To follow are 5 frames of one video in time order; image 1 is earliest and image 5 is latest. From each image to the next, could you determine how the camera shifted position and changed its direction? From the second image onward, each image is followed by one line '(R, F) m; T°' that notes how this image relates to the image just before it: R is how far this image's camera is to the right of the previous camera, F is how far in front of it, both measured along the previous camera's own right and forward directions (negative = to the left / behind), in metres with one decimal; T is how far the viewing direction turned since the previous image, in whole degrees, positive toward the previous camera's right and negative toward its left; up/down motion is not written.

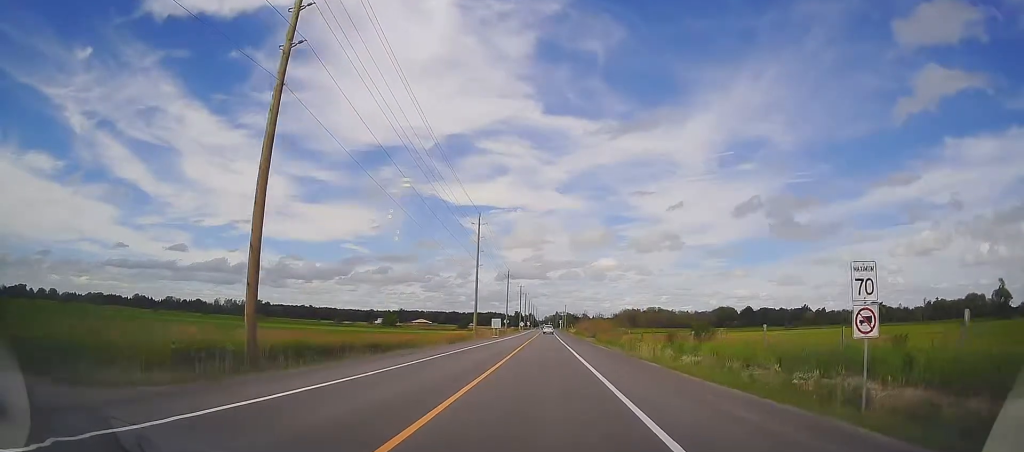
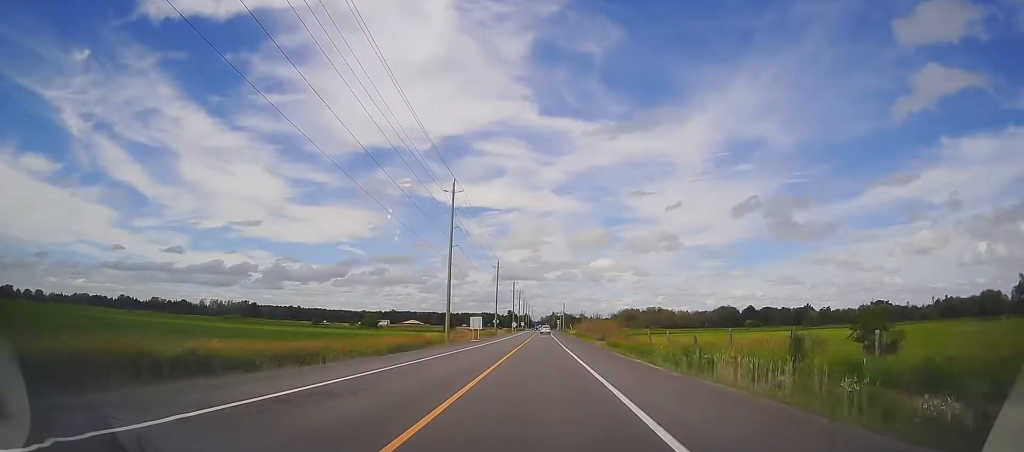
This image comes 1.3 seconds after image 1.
(+0.4, +17.8) m; +1°
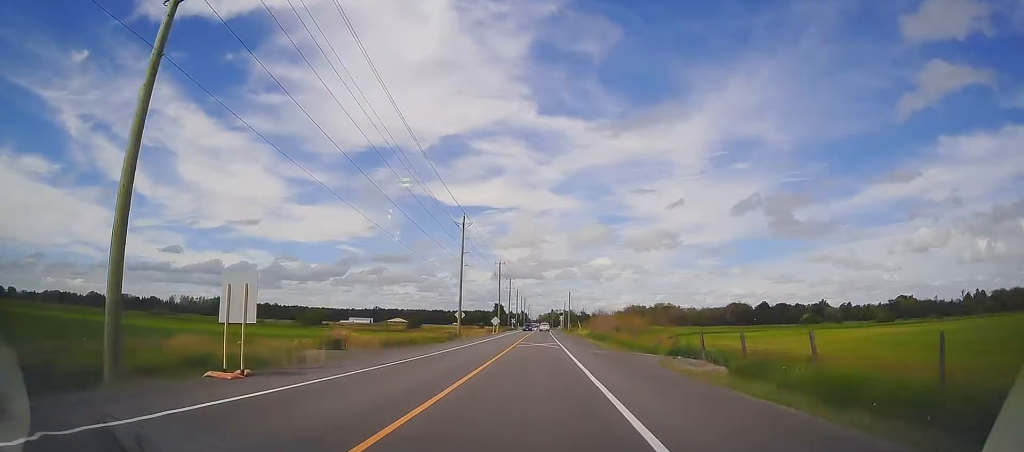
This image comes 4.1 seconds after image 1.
(-0.3, +44.3) m; -1°
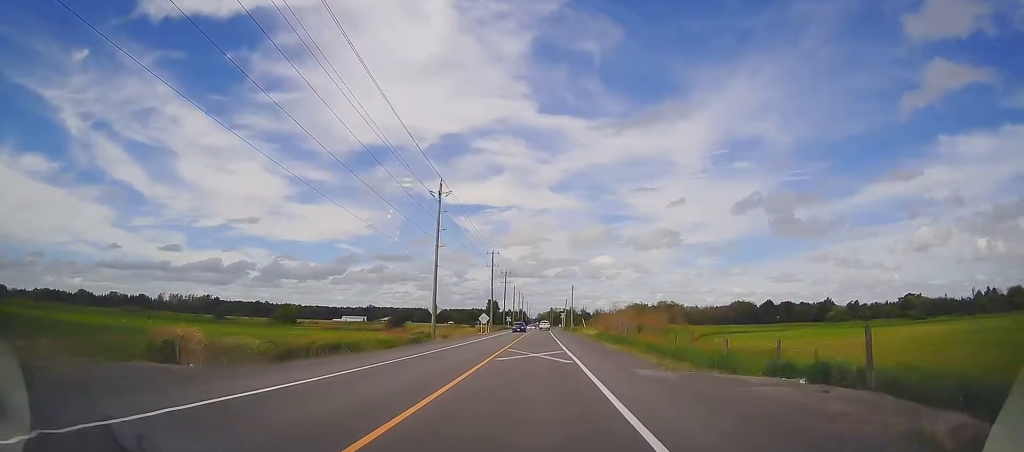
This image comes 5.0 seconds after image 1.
(-0.1, +15.1) m; 0°
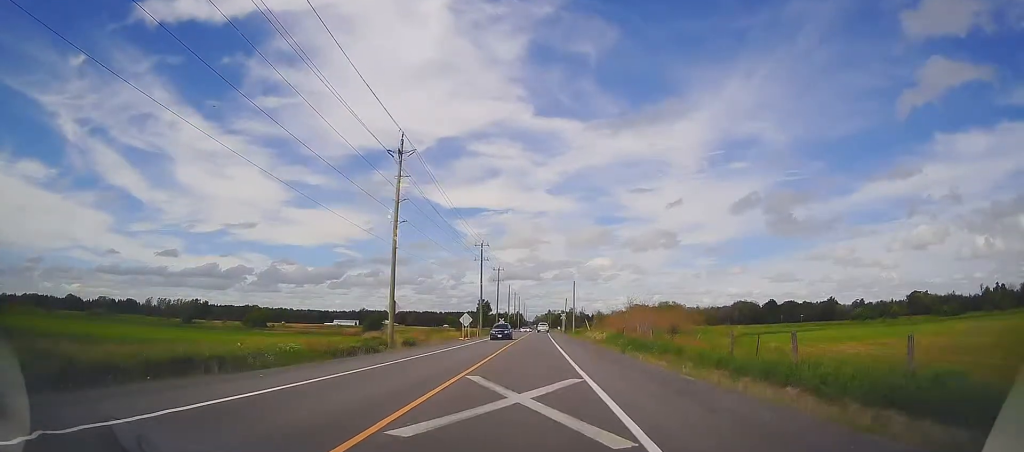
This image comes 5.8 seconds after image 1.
(0.0, +13.6) m; +1°
